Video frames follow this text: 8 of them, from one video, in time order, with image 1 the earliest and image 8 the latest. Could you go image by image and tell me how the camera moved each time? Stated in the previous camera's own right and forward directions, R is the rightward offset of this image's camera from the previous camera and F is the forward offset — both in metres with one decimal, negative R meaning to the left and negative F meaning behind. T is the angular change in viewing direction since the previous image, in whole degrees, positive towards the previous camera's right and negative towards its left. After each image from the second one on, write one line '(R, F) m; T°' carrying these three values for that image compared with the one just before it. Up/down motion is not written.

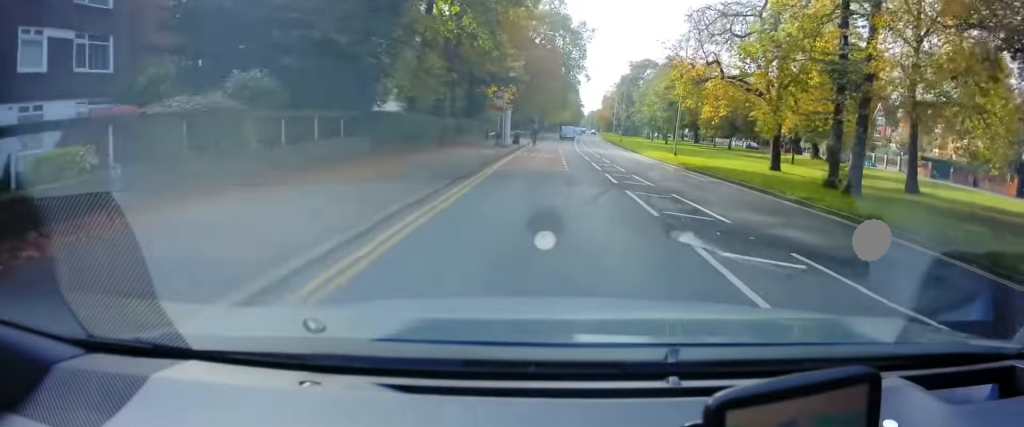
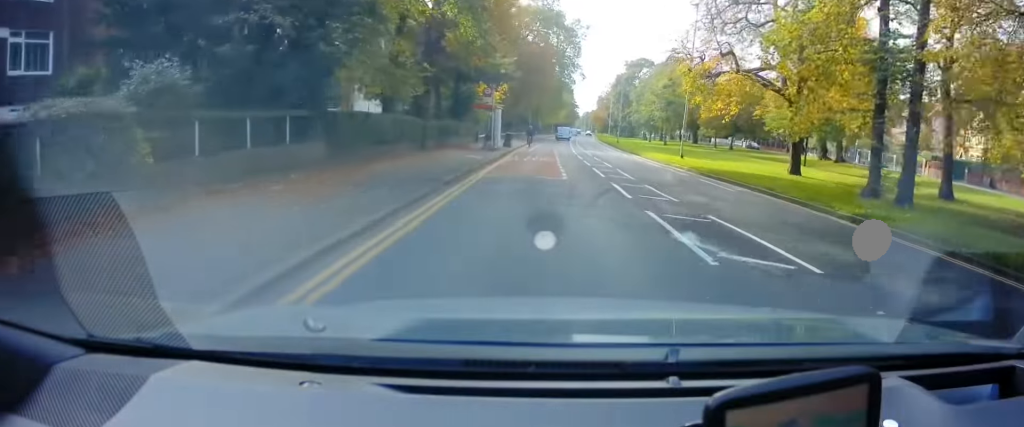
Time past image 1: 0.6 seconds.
(0.0, +3.1) m; 0°
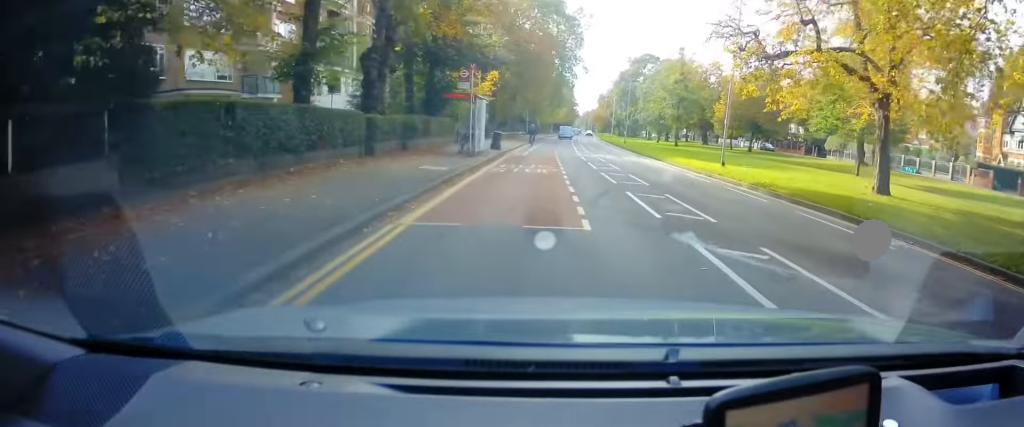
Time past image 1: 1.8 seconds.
(0.0, +8.0) m; +2°
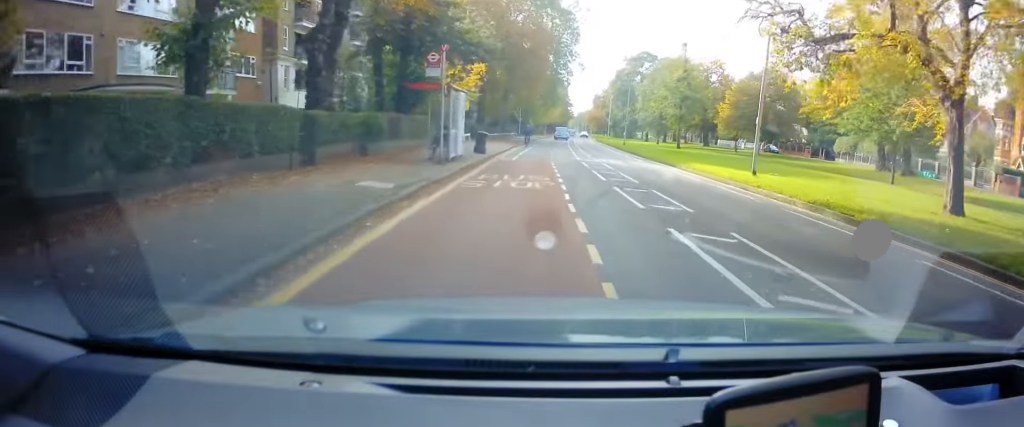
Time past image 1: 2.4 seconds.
(+0.2, +4.7) m; +1°
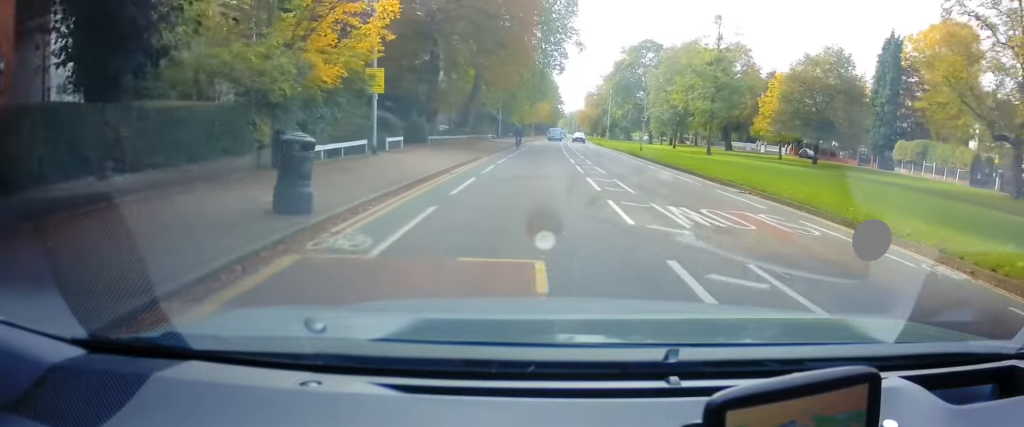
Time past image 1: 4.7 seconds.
(-0.2, +18.7) m; -1°
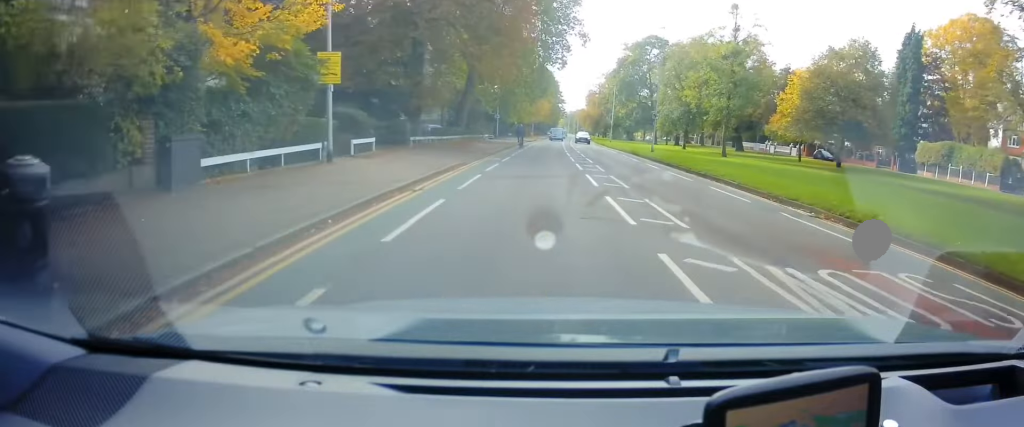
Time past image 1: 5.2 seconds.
(0.0, +5.2) m; +1°
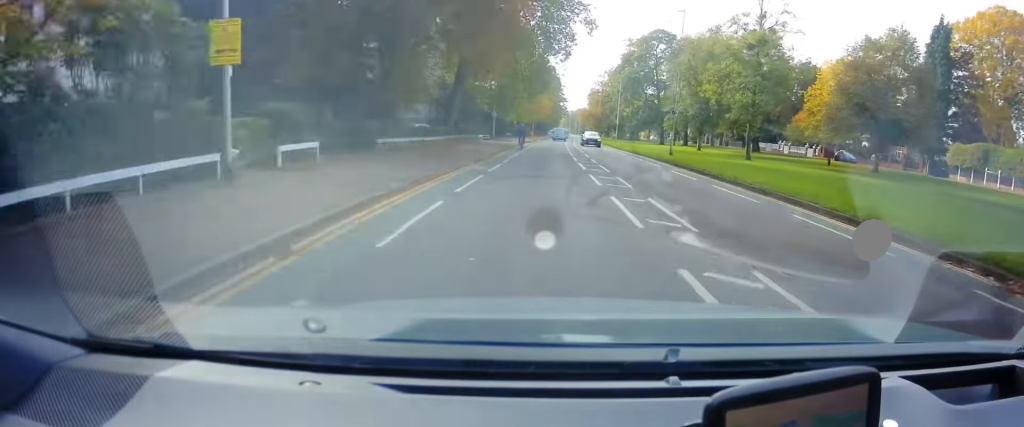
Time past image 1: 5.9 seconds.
(0.0, +6.2) m; +1°
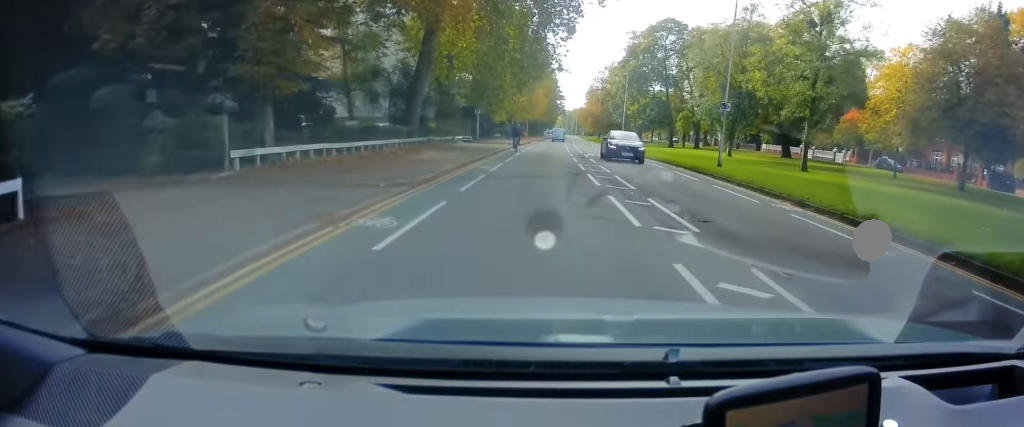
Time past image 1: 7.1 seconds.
(+0.1, +11.6) m; -1°
